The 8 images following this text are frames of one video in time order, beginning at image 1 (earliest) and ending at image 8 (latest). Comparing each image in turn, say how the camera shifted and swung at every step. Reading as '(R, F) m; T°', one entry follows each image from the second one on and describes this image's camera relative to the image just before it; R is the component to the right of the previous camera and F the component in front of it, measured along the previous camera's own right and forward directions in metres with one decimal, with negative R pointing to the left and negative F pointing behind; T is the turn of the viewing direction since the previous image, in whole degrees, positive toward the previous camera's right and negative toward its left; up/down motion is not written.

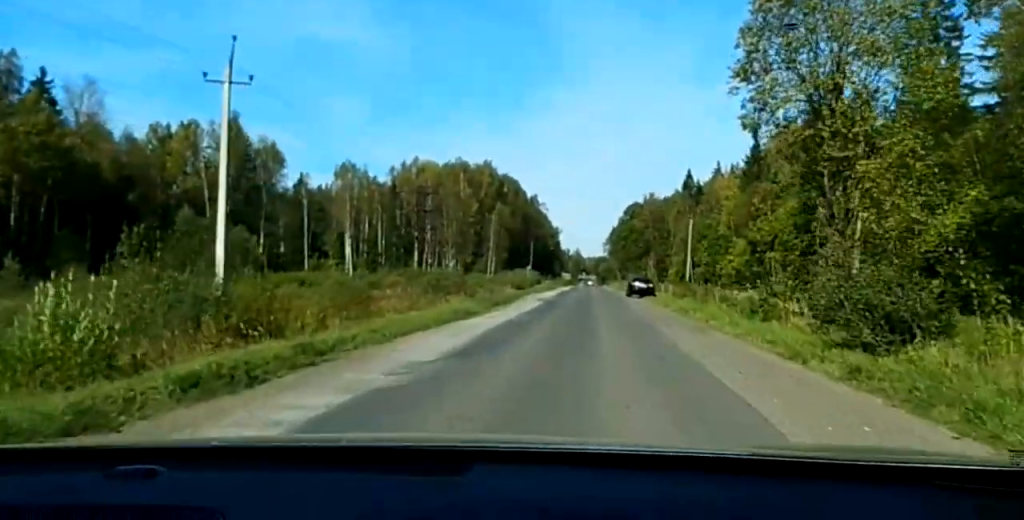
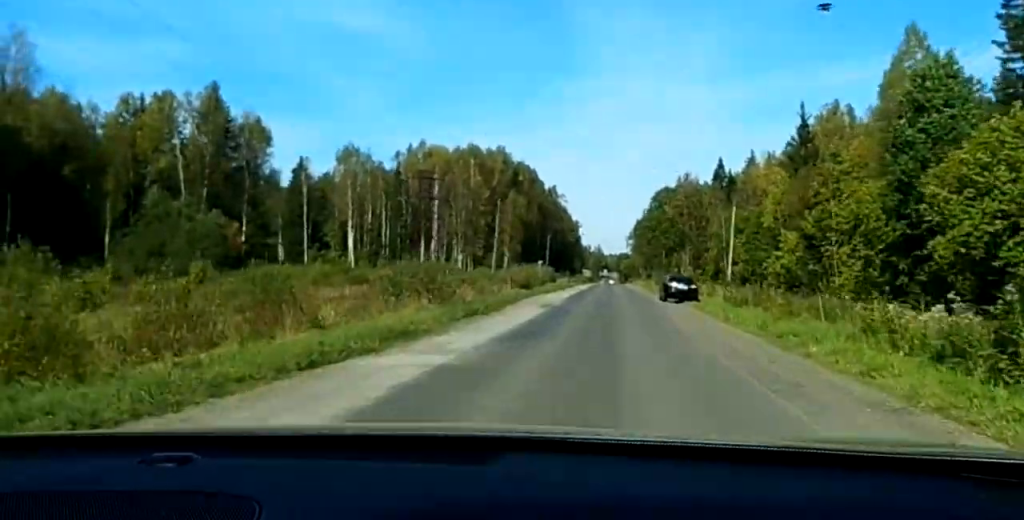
(+0.1, +15.5) m; 0°
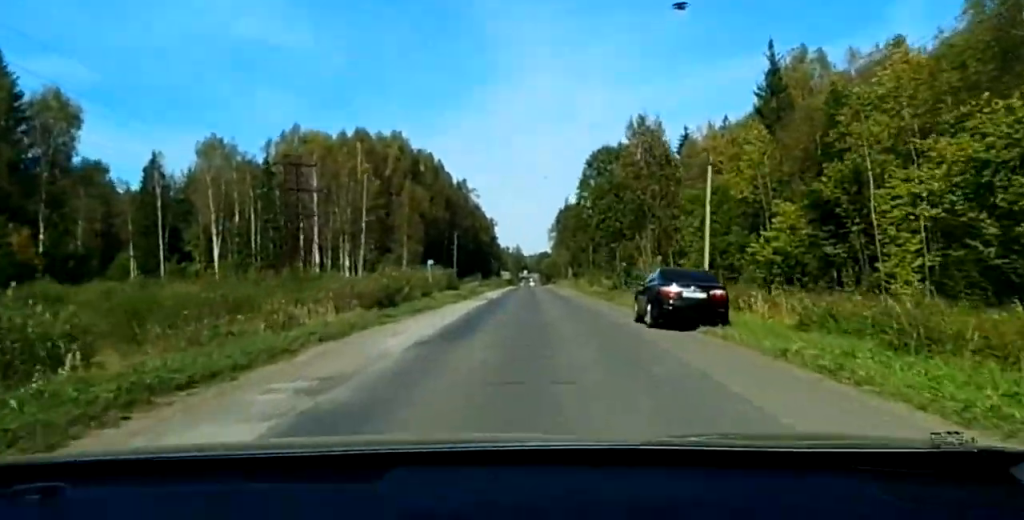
(-0.2, +28.0) m; -1°
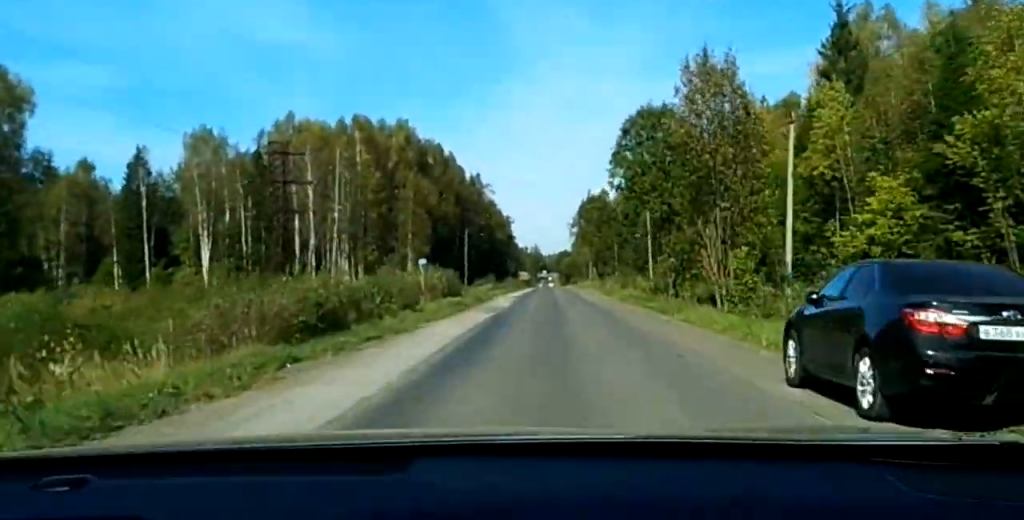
(-0.1, +13.5) m; 0°
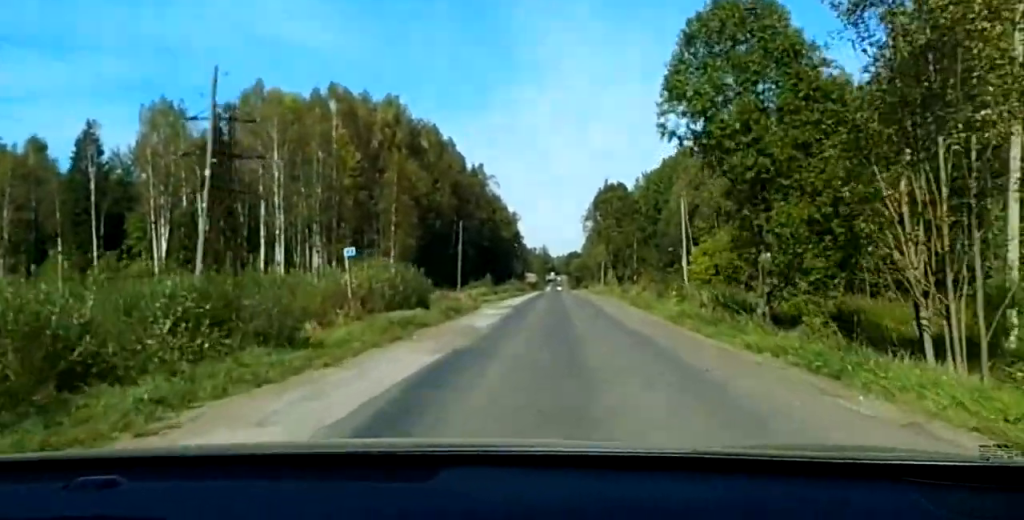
(+0.2, +19.4) m; 0°
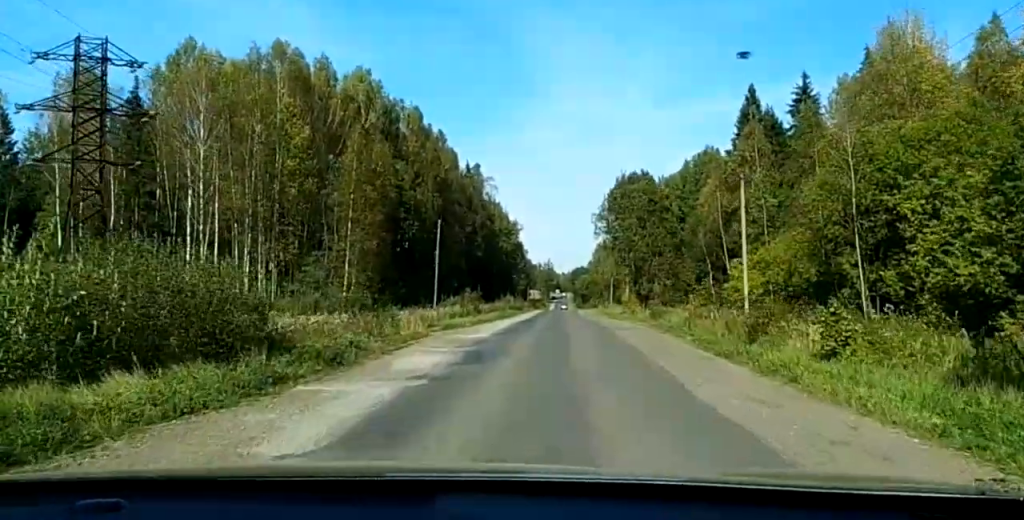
(-0.3, +24.5) m; -1°
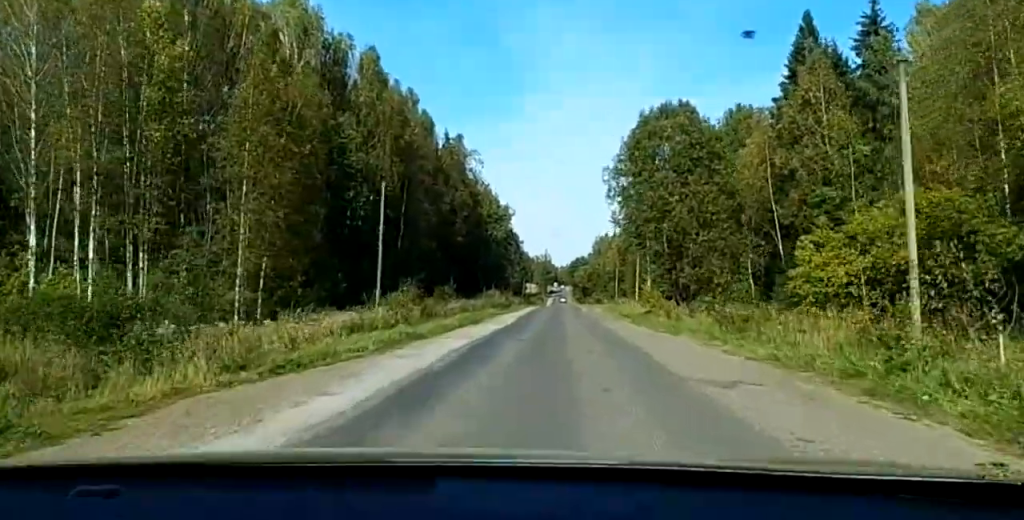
(+0.2, +25.3) m; +1°
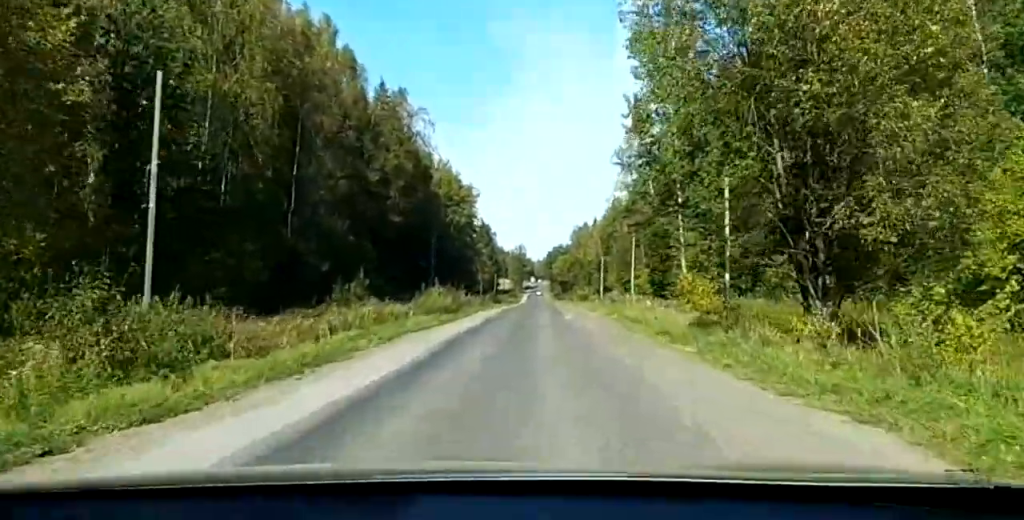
(+0.2, +30.2) m; 0°
